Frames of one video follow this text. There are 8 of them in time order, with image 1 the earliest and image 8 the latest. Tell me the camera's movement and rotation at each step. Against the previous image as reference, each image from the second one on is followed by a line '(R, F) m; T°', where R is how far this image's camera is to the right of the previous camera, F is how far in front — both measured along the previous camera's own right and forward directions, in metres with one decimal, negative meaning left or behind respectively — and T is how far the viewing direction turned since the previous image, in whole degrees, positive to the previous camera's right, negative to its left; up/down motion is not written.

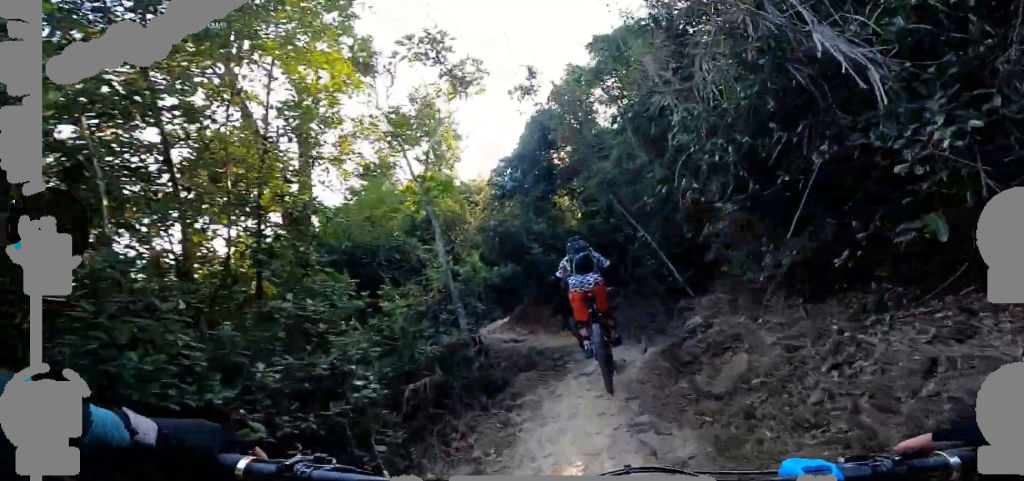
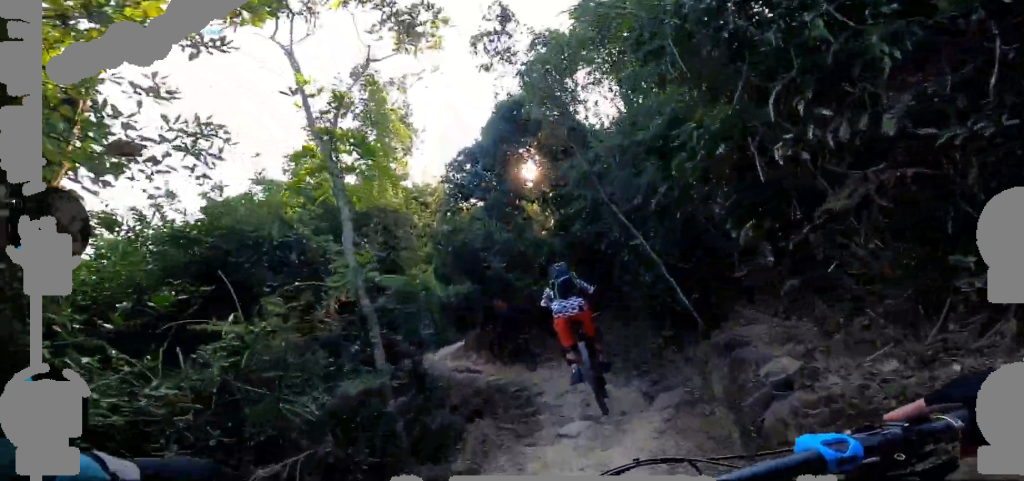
(+0.1, +1.4) m; +9°
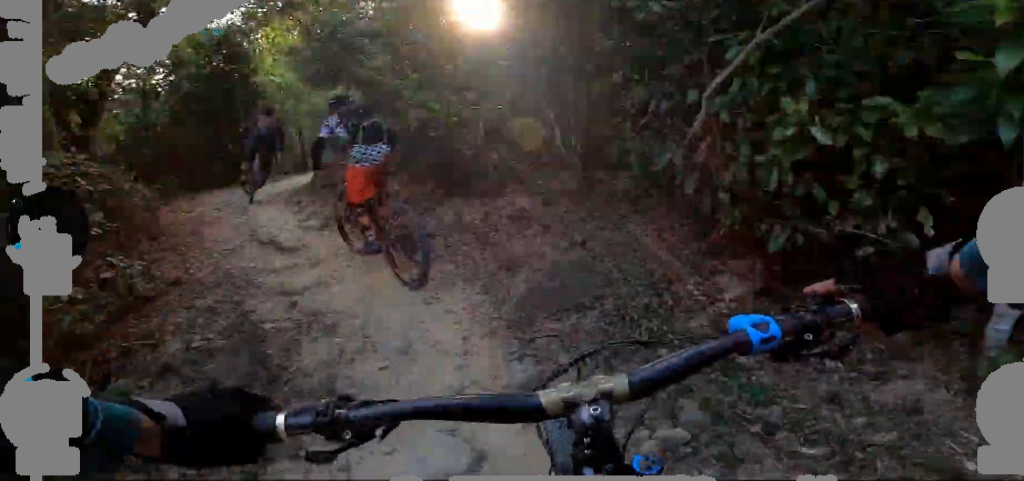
(+1.7, +4.4) m; +11°
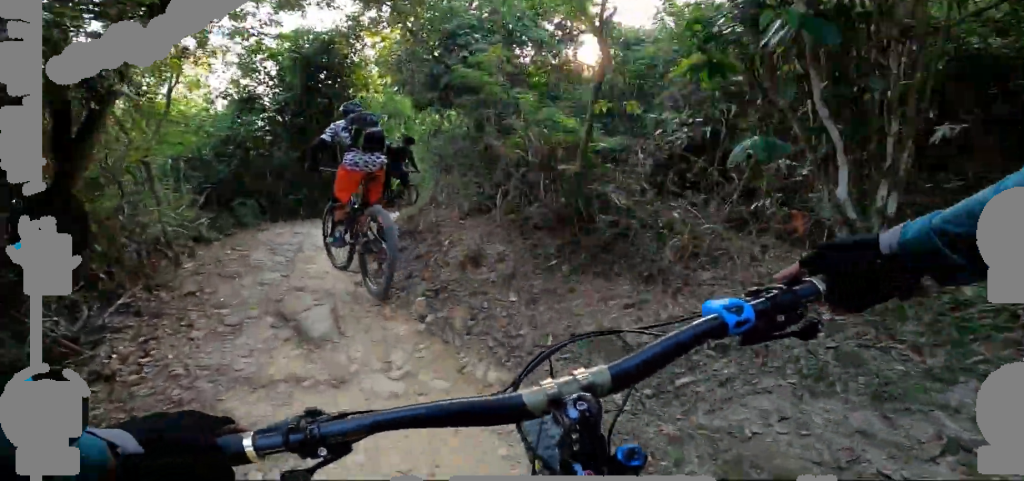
(-0.1, +2.9) m; -11°
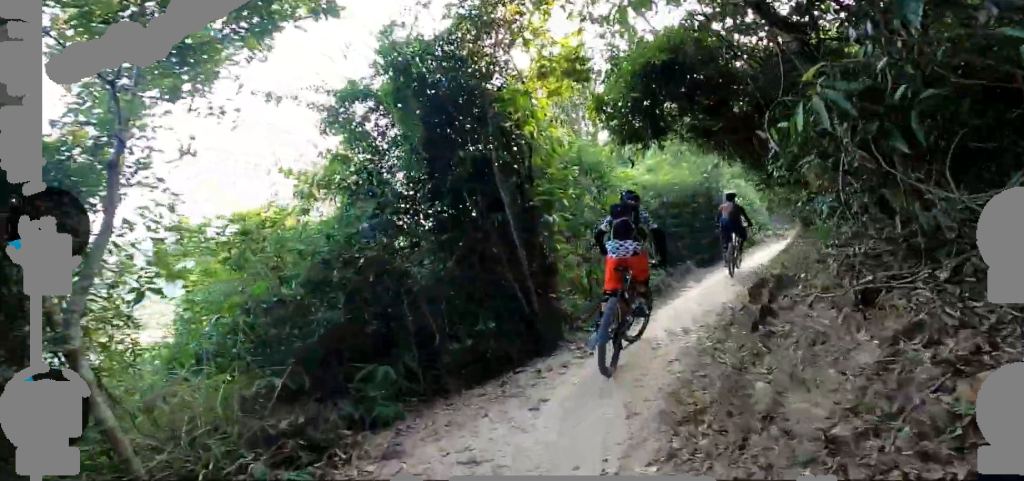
(-0.8, +5.5) m; -10°
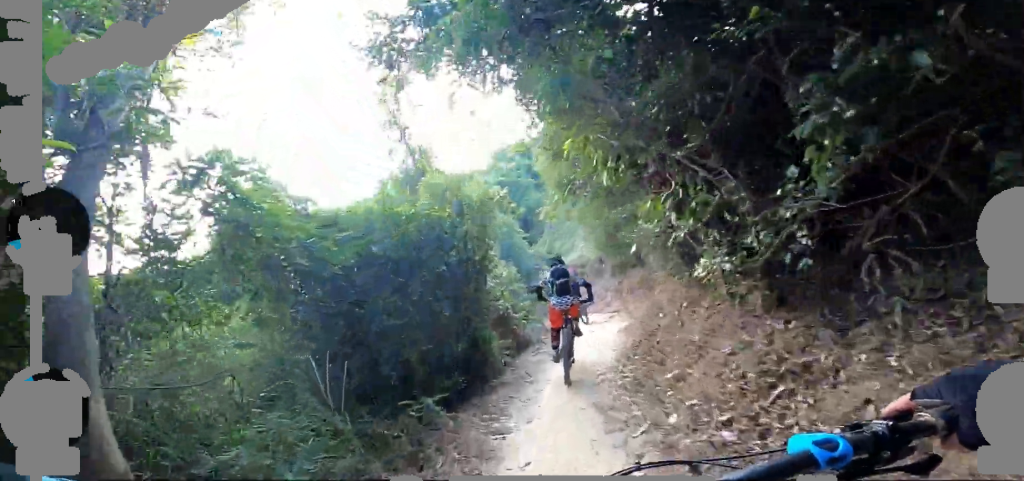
(-0.1, +7.4) m; +5°
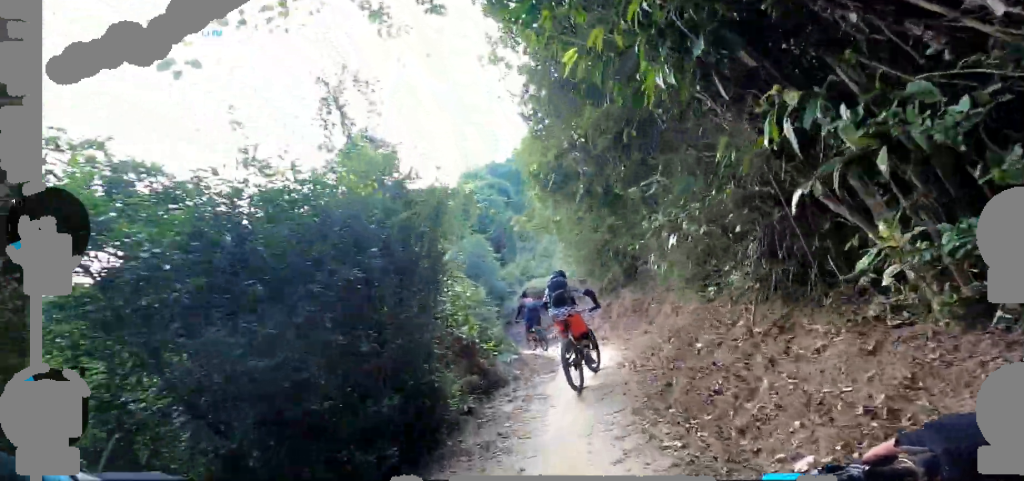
(+0.2, +1.7) m; +3°
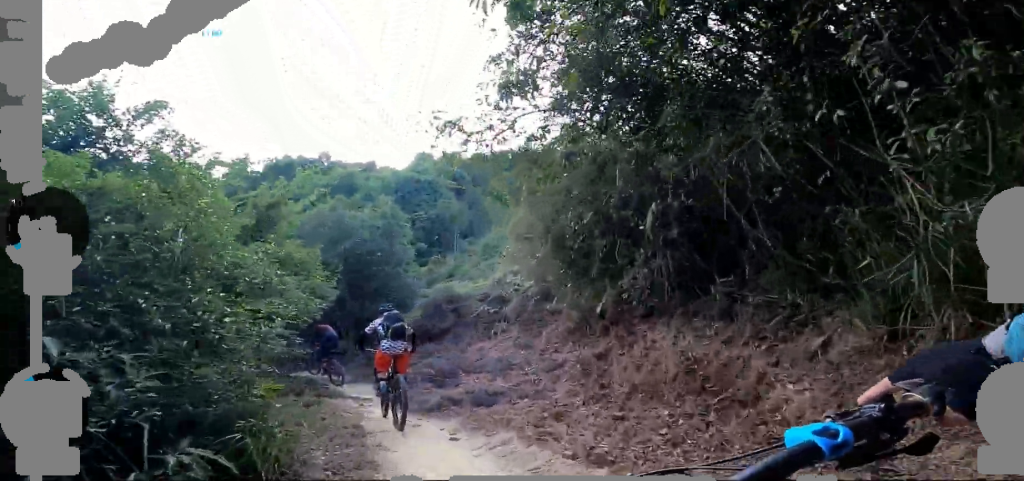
(+0.3, +5.9) m; +6°
